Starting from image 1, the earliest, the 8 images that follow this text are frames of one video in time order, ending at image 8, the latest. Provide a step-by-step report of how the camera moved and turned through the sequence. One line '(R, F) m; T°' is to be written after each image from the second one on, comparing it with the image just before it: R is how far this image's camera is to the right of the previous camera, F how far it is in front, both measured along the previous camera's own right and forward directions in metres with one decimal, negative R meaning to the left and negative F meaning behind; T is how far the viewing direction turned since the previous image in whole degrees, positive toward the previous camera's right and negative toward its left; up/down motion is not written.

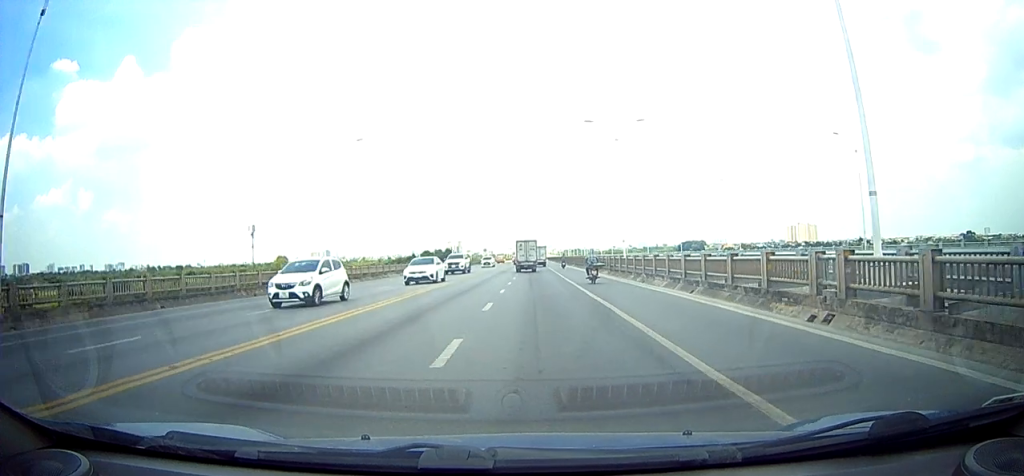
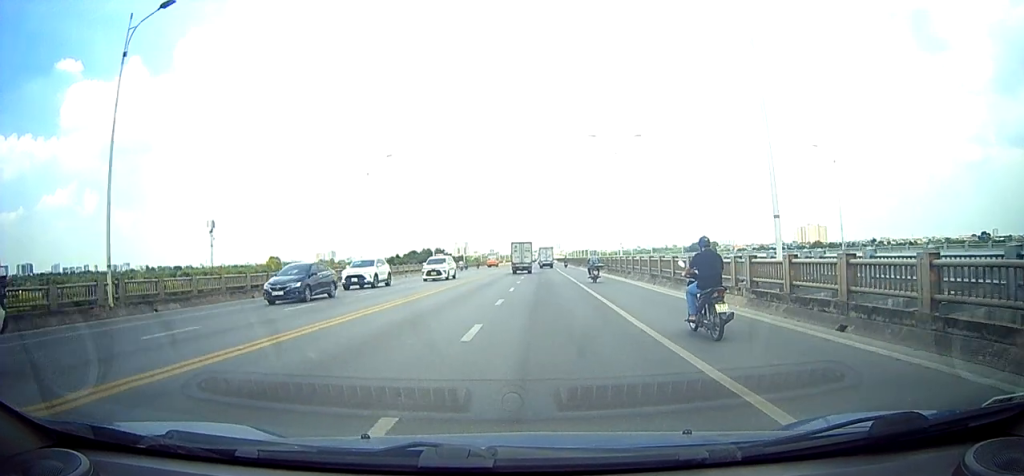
(0.0, +24.3) m; +1°
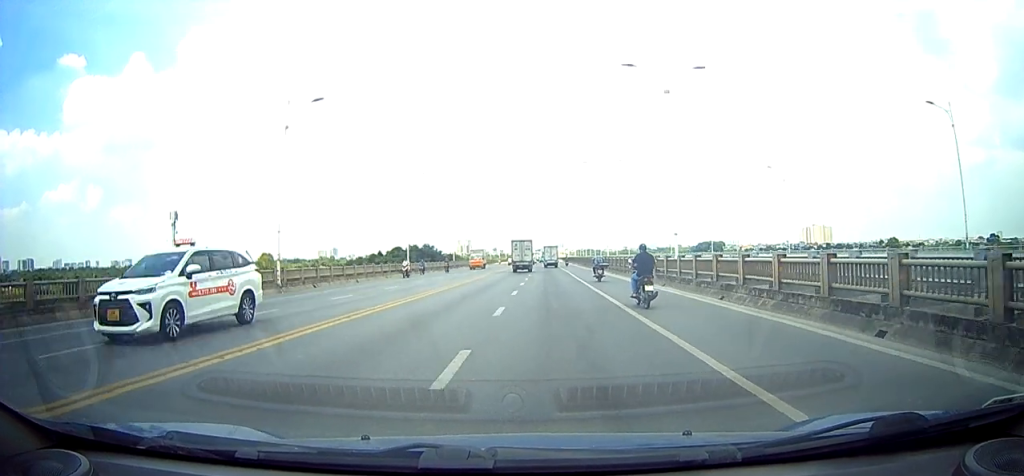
(+0.2, +17.0) m; +2°
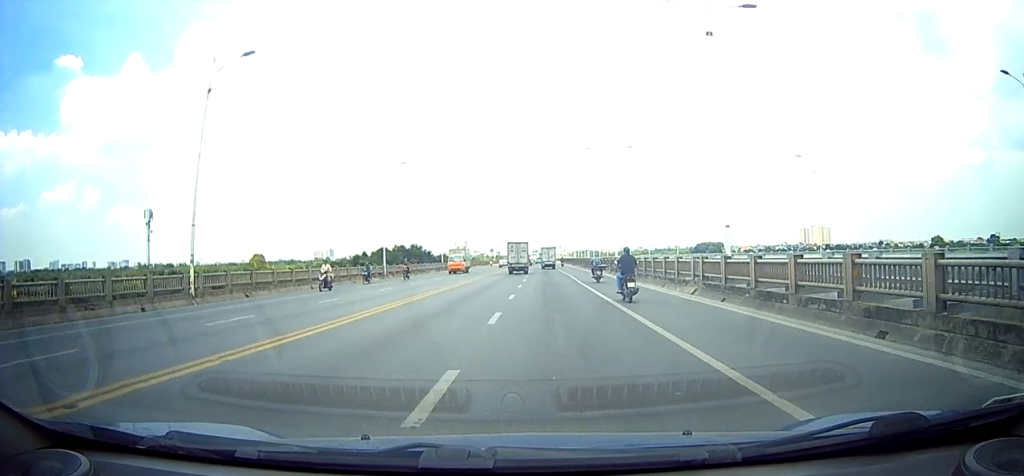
(+0.1, +8.3) m; +1°
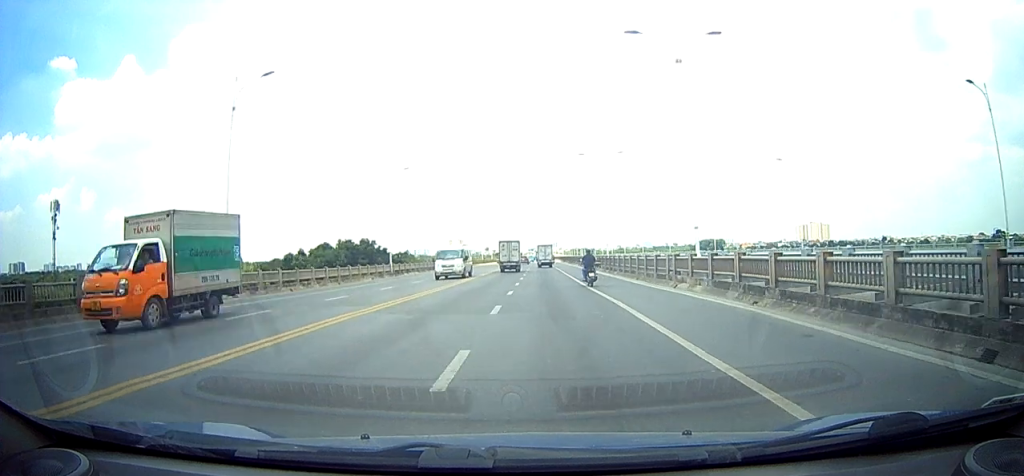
(0.0, +25.8) m; 0°
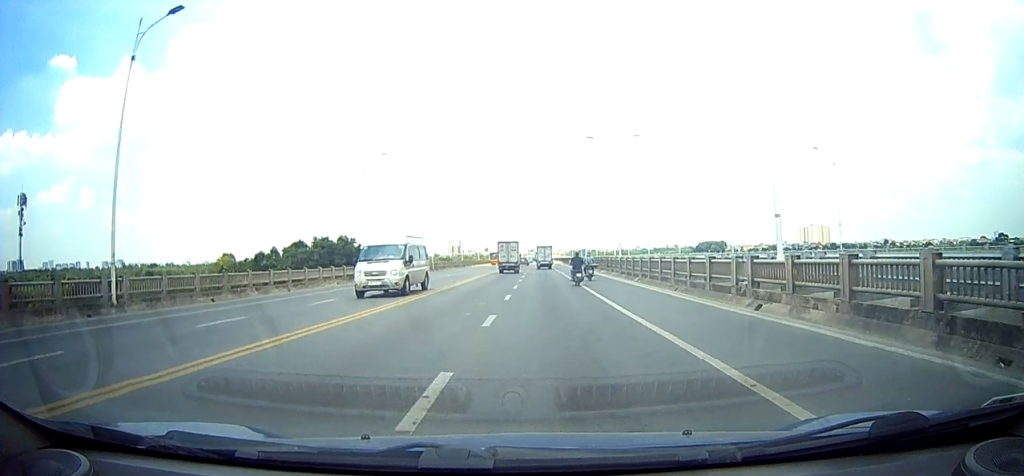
(0.0, +8.2) m; 0°
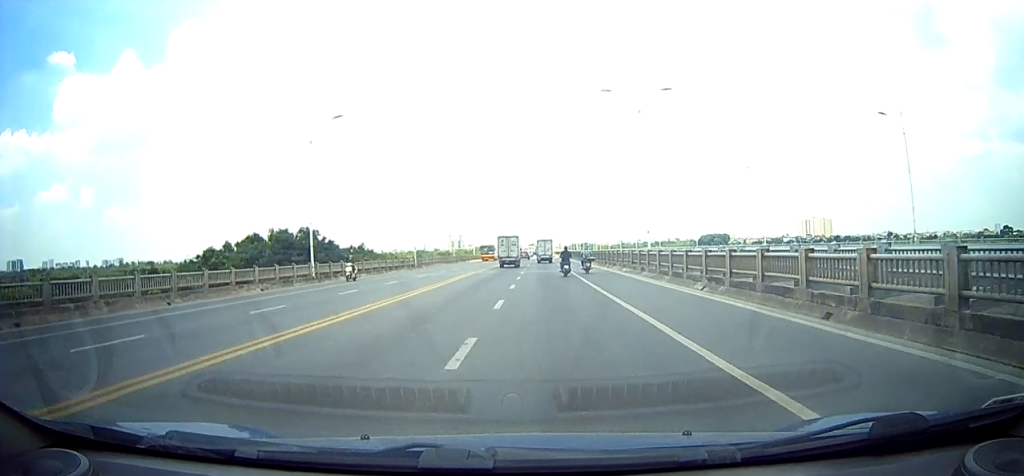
(0.0, +10.7) m; 0°
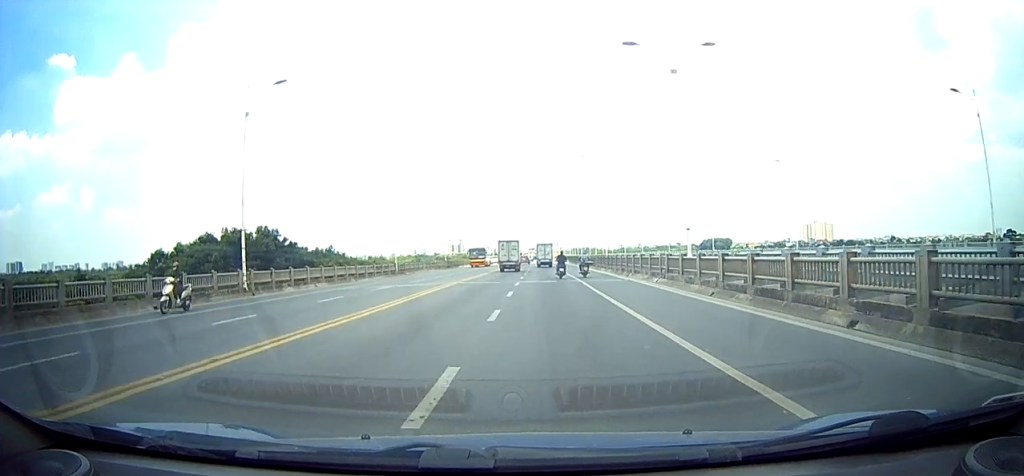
(0.0, +9.7) m; -1°
